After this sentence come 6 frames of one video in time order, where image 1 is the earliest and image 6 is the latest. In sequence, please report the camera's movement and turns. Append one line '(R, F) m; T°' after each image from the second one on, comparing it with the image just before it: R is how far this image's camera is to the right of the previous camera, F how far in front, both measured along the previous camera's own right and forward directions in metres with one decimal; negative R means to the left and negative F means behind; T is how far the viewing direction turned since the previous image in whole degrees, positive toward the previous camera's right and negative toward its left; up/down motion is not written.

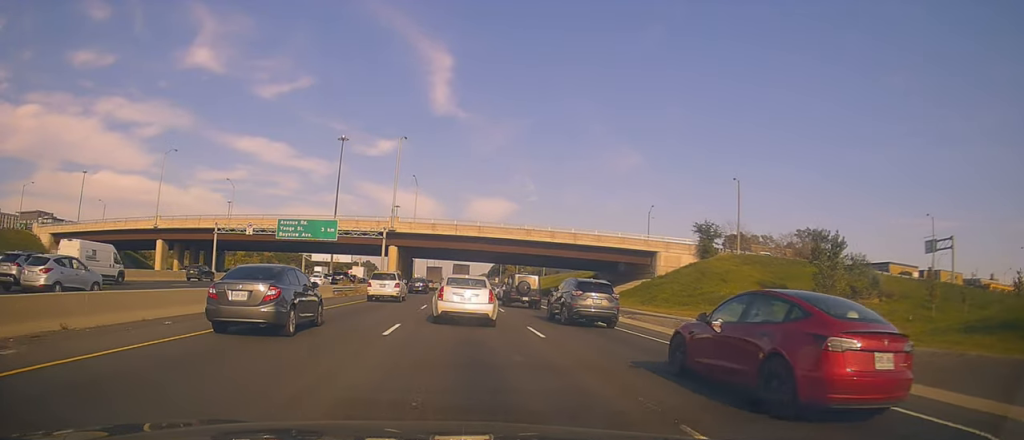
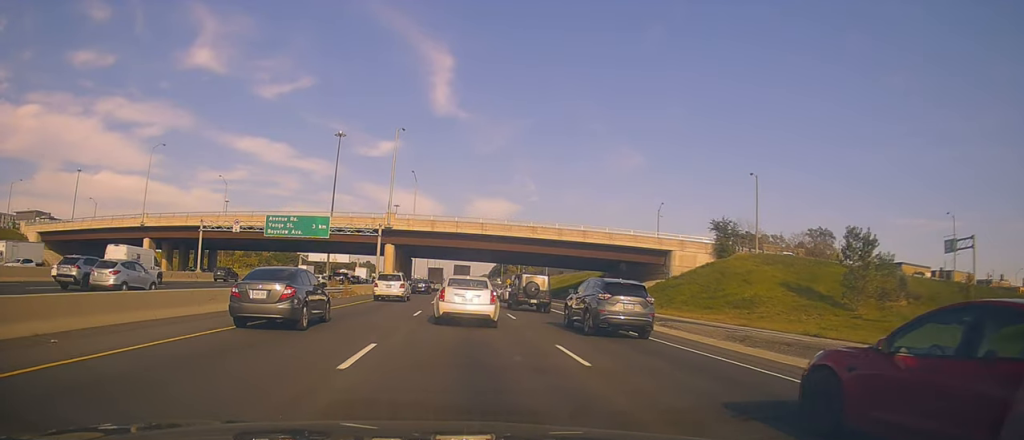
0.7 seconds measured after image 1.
(-0.7, +5.0) m; -3°
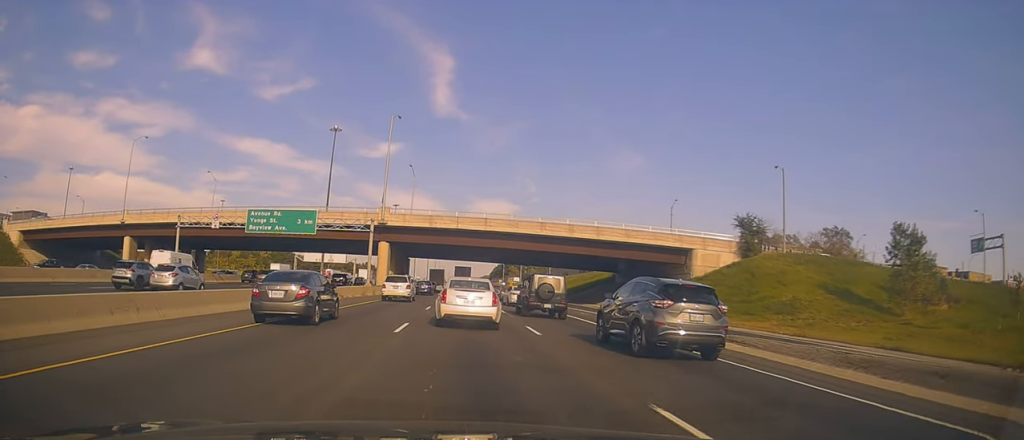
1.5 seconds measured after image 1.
(+0.2, +6.4) m; +2°
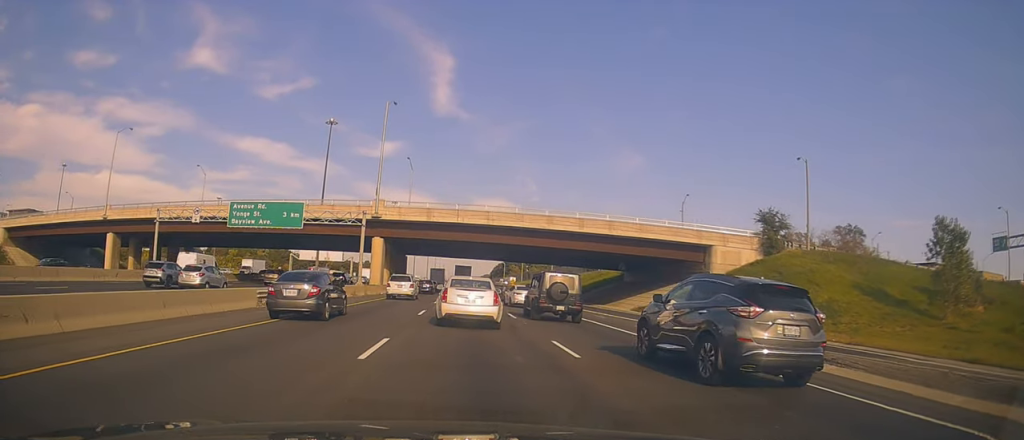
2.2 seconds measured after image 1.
(+0.2, +4.9) m; +2°
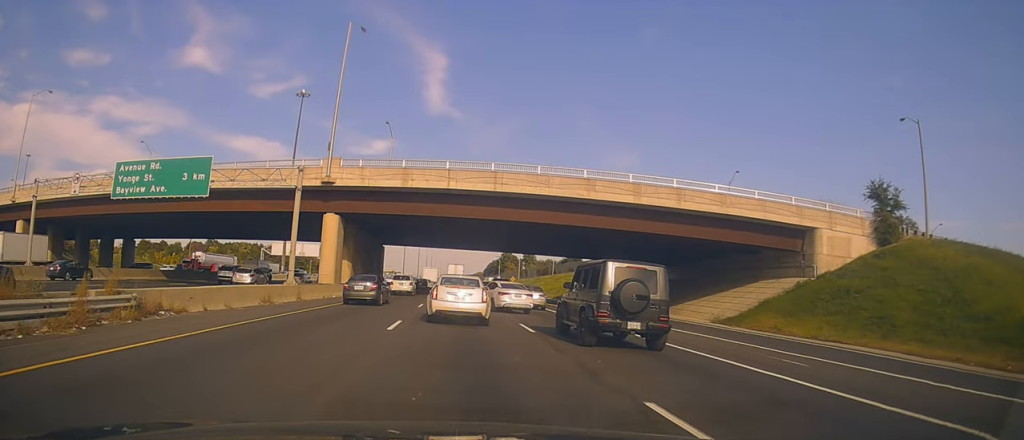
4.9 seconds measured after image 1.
(-1.3, +19.7) m; -1°
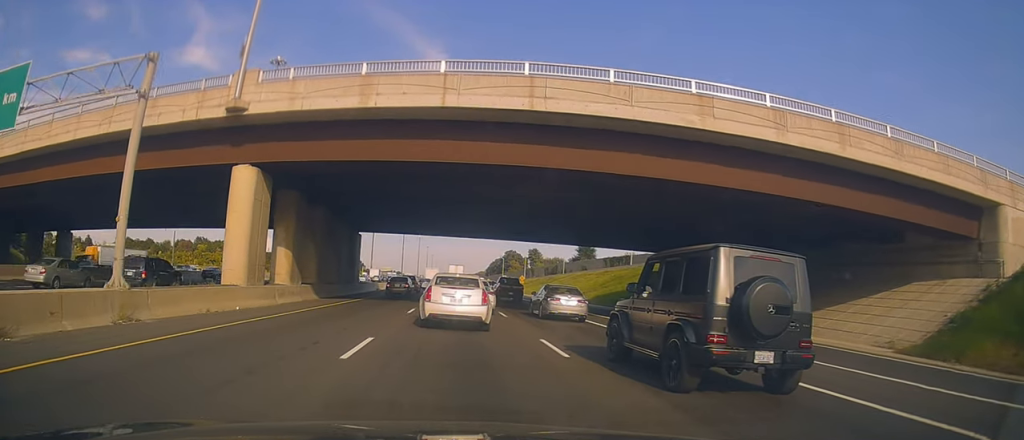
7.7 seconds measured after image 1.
(+0.7, +19.2) m; +1°
